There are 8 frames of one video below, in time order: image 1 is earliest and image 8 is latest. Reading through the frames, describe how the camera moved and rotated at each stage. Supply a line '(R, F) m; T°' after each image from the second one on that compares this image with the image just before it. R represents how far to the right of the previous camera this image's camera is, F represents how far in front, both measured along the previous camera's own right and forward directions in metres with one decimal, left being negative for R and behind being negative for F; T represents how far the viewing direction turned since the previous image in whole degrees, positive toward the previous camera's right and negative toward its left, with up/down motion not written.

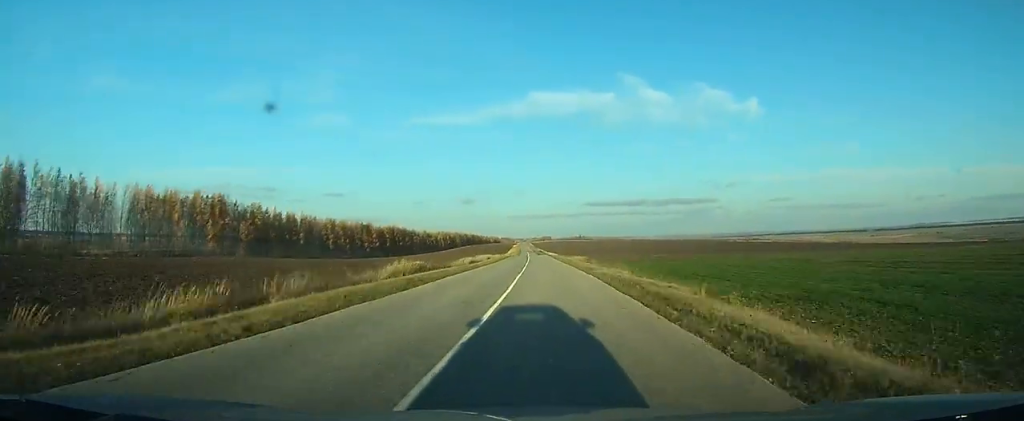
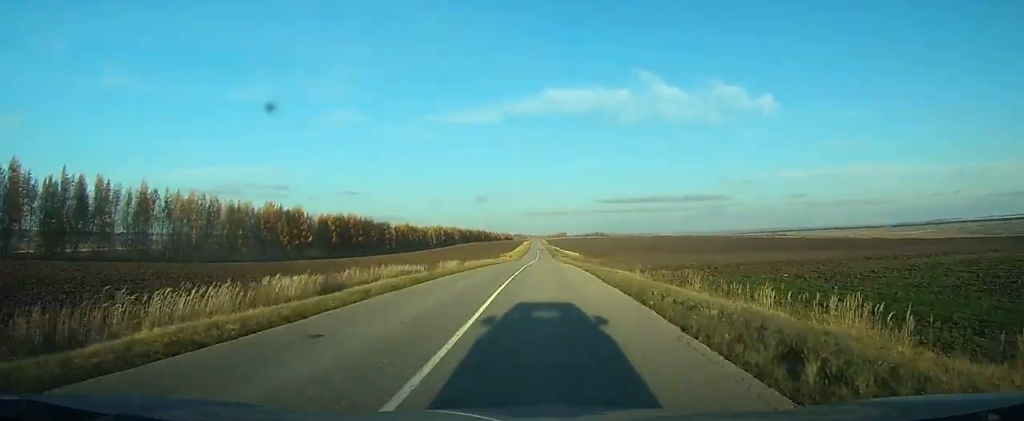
(-1.0, +66.9) m; -1°
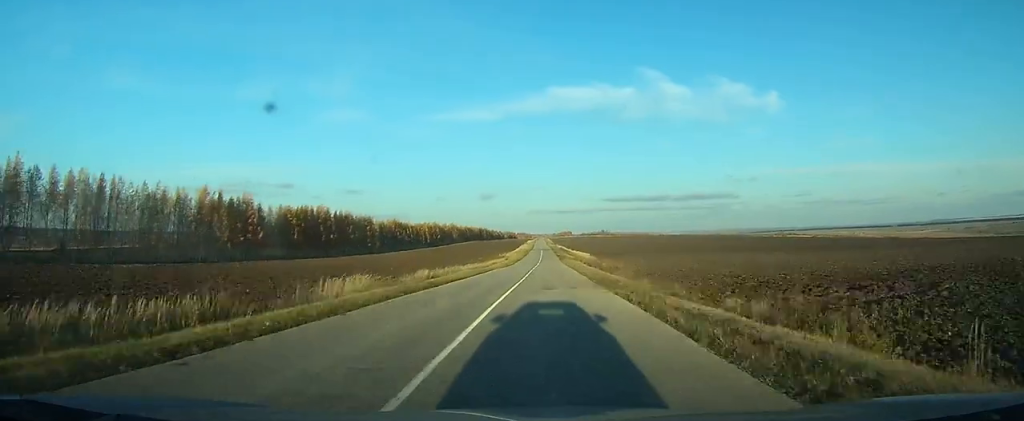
(-0.1, +26.7) m; 0°
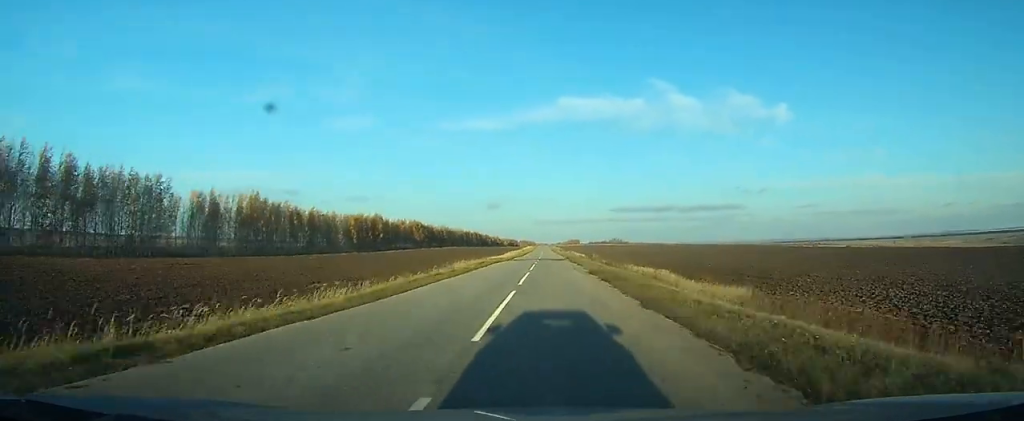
(-0.8, +110.6) m; 0°
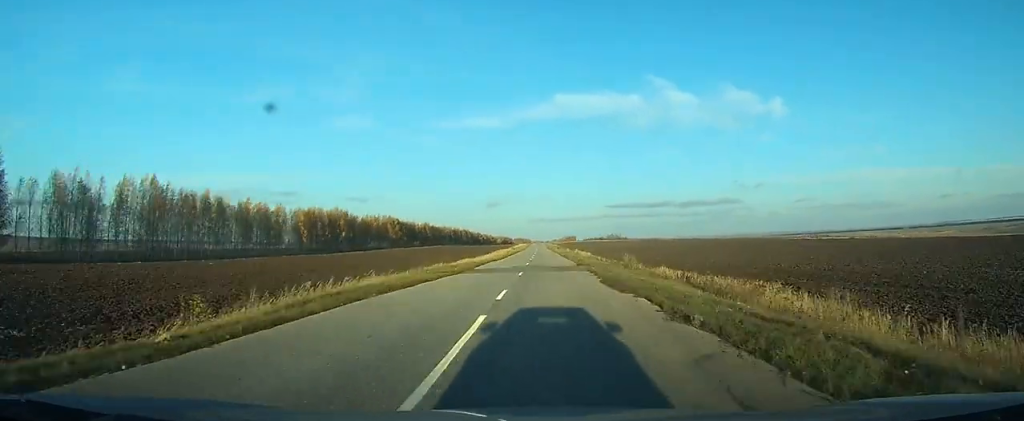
(+0.2, +30.2) m; 0°
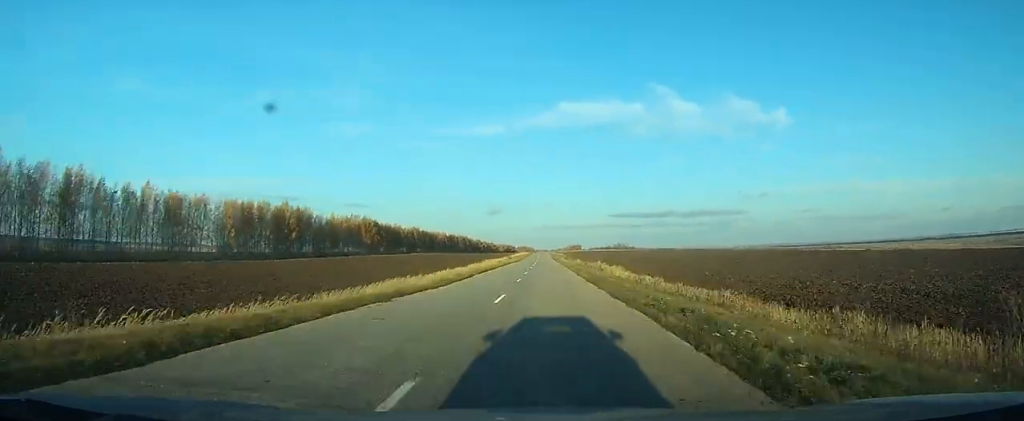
(0.0, +33.2) m; 0°
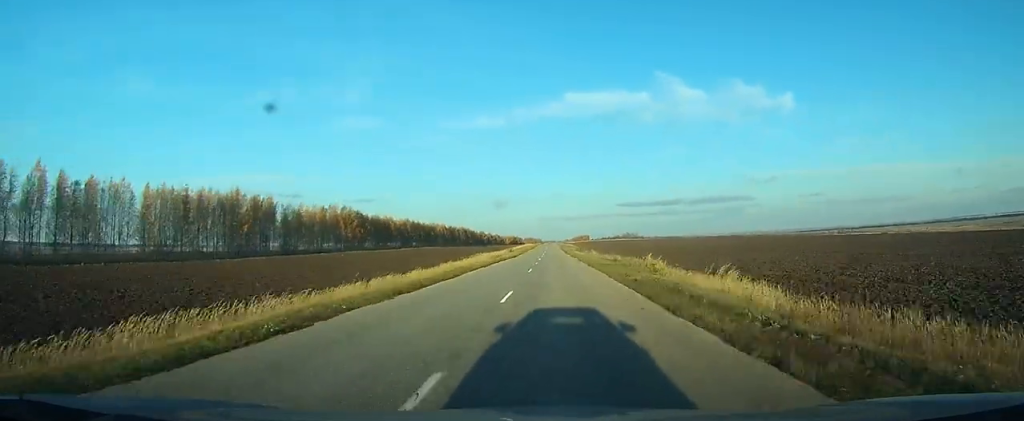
(-0.1, +23.4) m; 0°
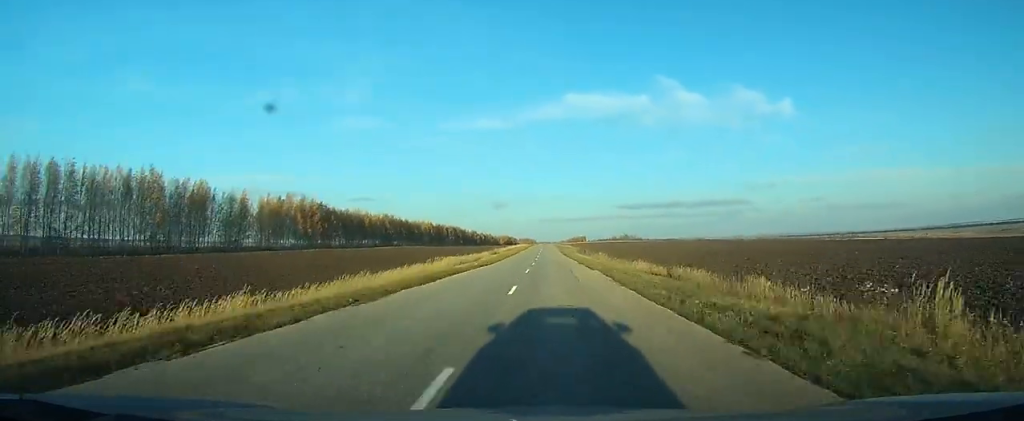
(0.0, +23.3) m; 0°
